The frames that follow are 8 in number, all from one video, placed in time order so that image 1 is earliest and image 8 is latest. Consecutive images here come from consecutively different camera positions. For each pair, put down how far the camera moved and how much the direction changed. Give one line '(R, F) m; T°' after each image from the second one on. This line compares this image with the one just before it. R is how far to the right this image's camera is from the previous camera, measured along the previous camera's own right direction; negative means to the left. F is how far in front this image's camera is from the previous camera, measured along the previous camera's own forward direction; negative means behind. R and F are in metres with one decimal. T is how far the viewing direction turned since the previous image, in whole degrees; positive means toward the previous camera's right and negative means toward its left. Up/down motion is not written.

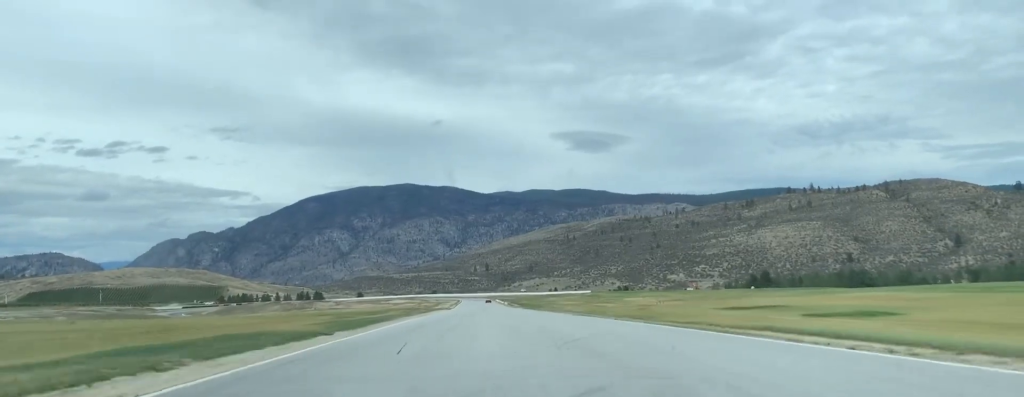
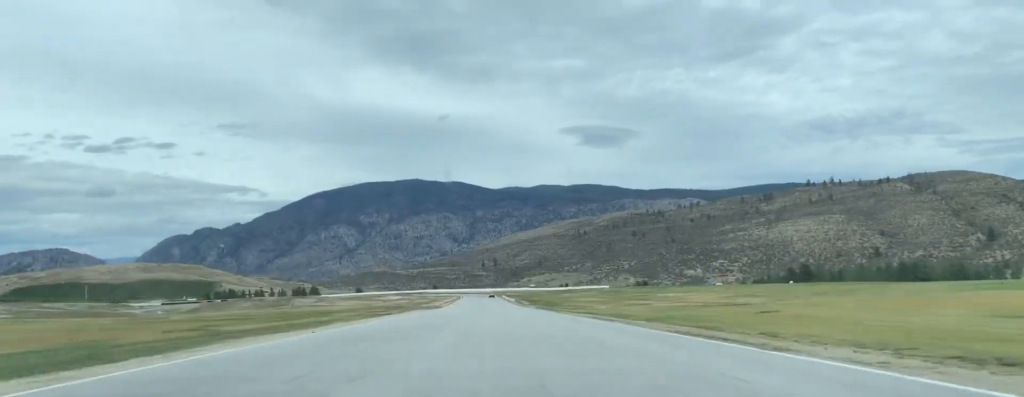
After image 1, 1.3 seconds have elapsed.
(+0.1, +38.7) m; -1°
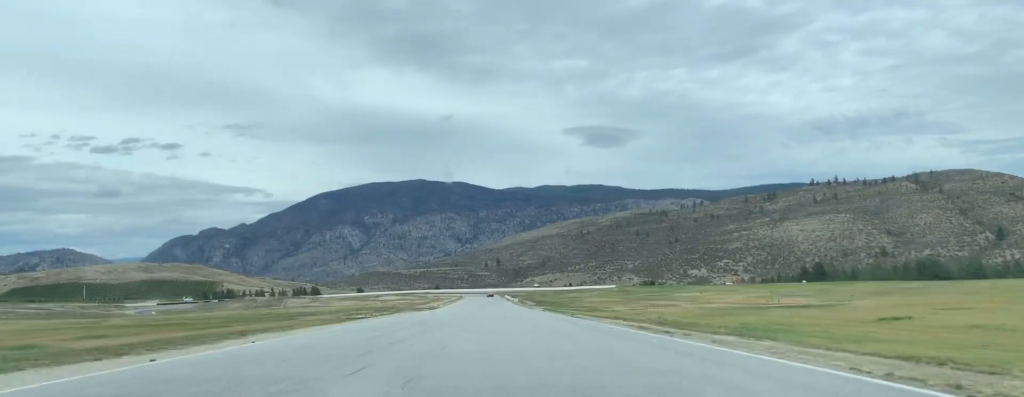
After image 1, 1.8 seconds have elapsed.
(-0.1, +14.3) m; -1°
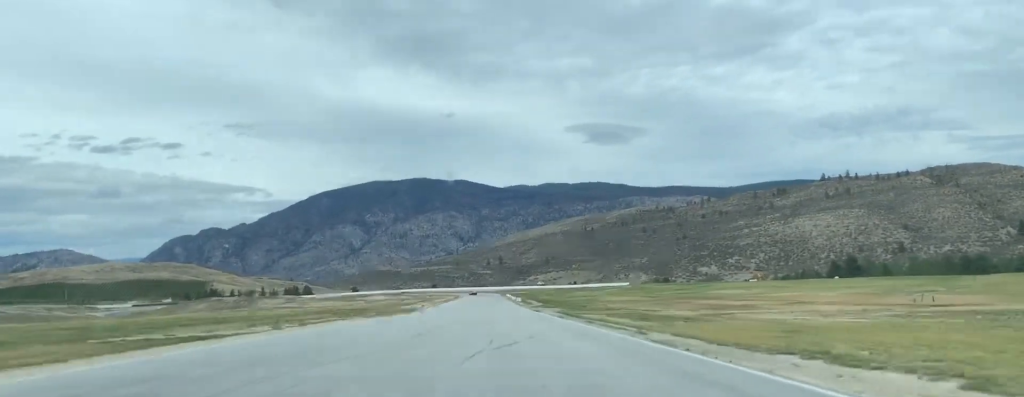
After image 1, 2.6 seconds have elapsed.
(-0.3, +28.5) m; -1°
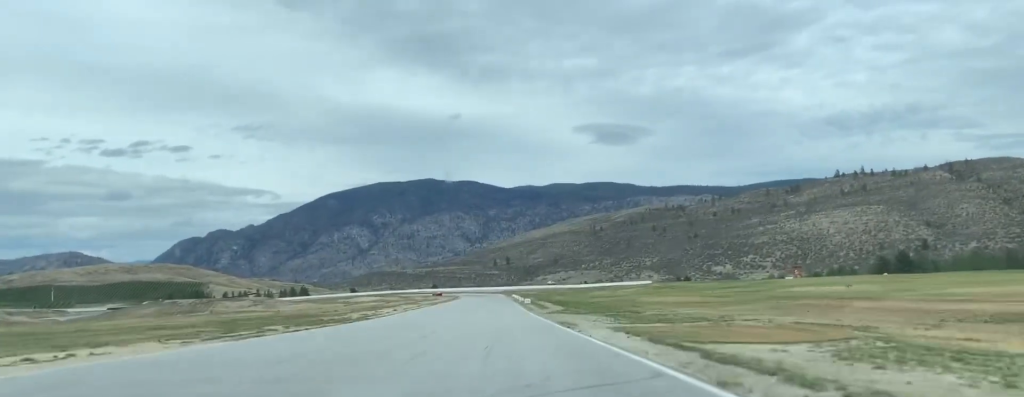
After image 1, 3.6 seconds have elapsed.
(-0.3, +35.0) m; -1°
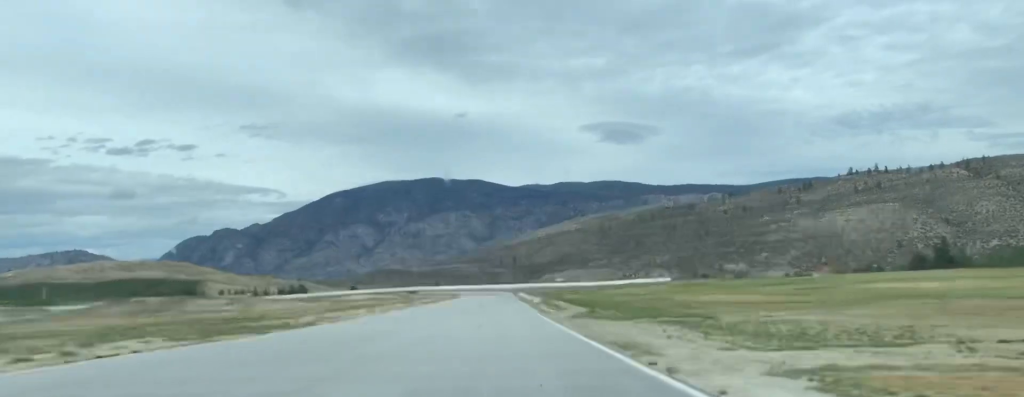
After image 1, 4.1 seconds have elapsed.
(-0.1, +18.4) m; 0°
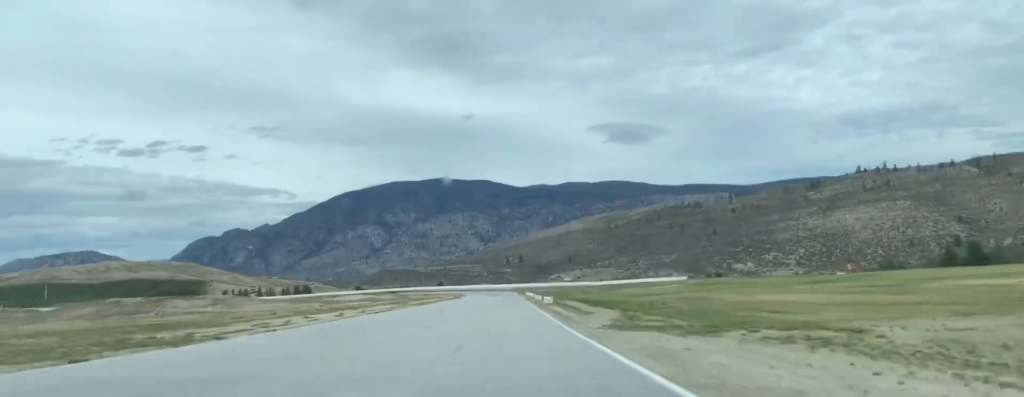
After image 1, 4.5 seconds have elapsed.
(+0.1, +15.5) m; 0°
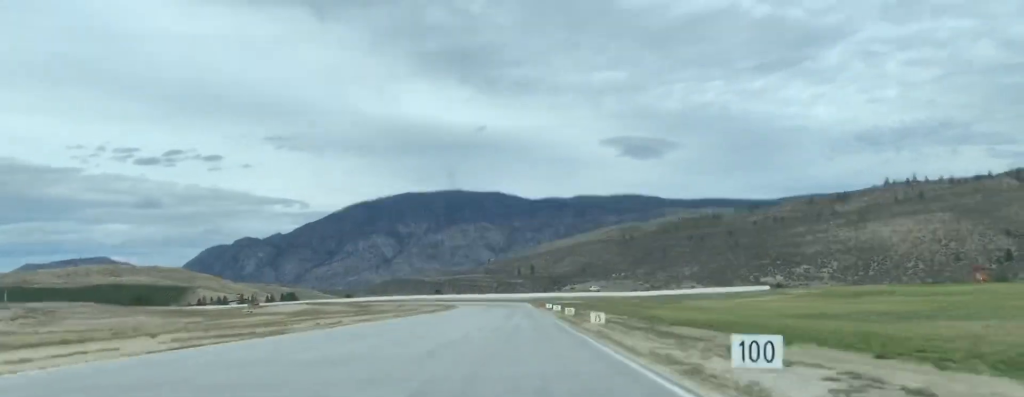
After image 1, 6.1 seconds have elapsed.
(-0.6, +63.7) m; 0°
